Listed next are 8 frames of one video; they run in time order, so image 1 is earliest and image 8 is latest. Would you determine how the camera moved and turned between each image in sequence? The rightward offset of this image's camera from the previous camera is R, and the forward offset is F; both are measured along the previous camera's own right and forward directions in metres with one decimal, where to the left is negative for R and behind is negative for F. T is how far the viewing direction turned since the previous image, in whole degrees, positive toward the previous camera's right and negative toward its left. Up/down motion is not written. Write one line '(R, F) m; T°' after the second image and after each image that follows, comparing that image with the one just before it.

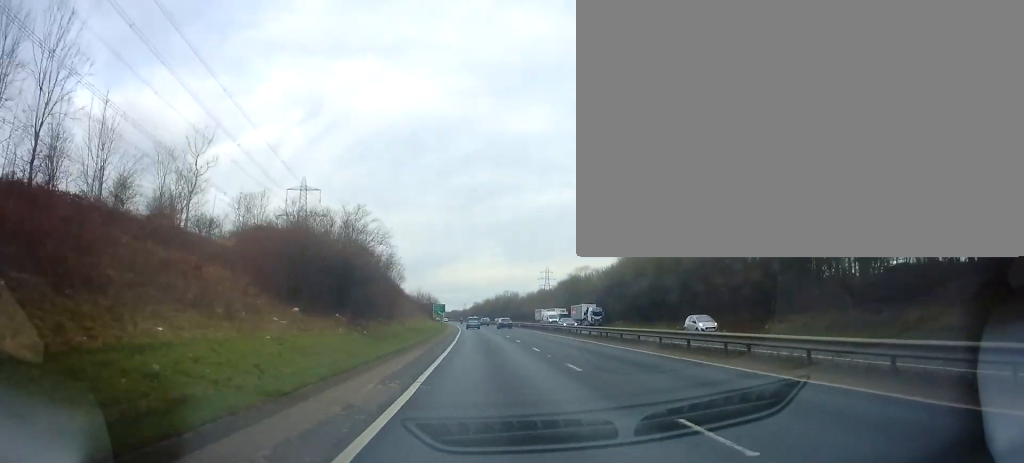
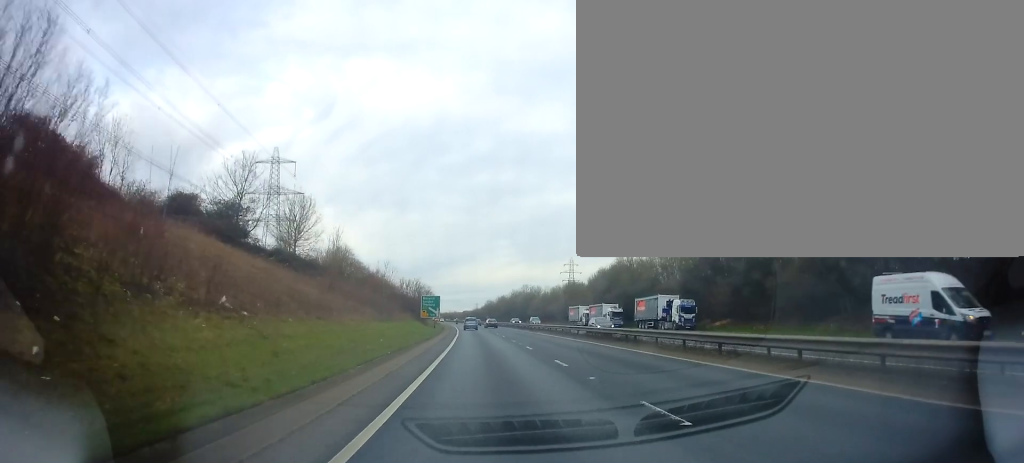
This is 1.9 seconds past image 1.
(-0.9, +44.1) m; -3°
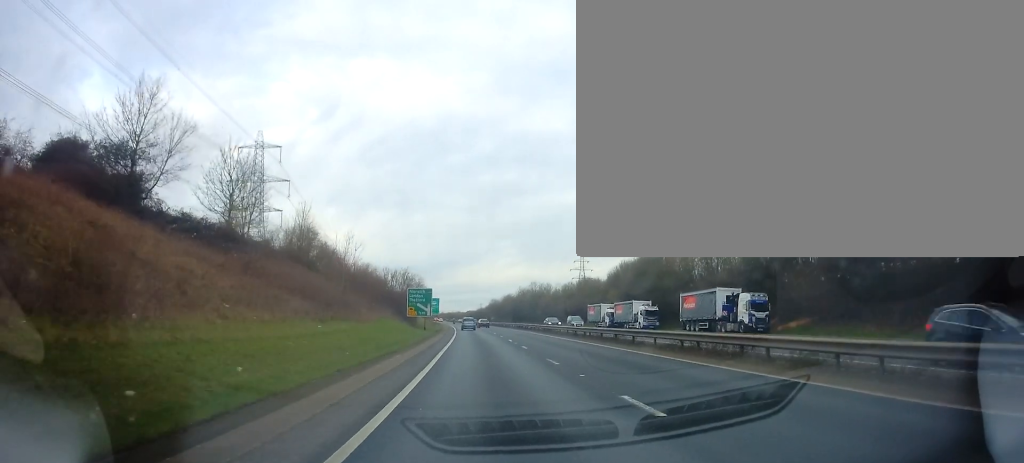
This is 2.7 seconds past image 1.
(-0.2, +17.6) m; 0°
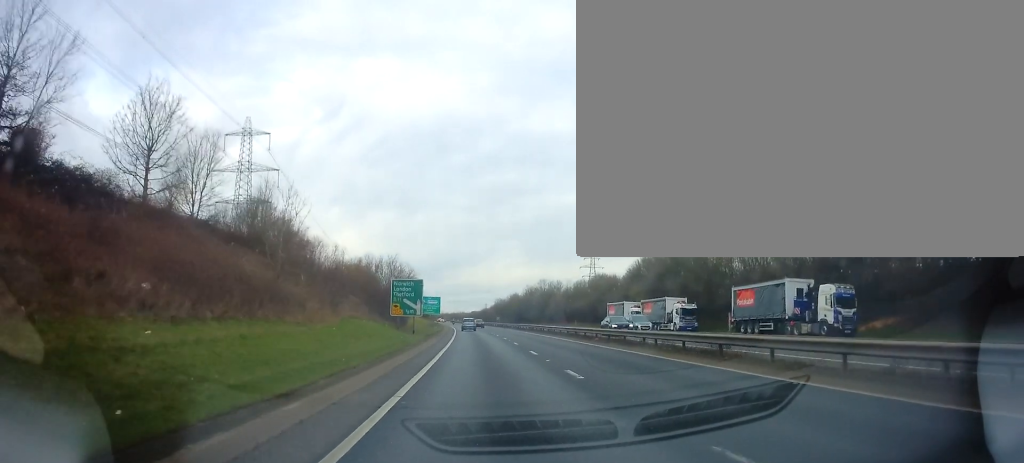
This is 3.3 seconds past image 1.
(-0.2, +13.0) m; +1°
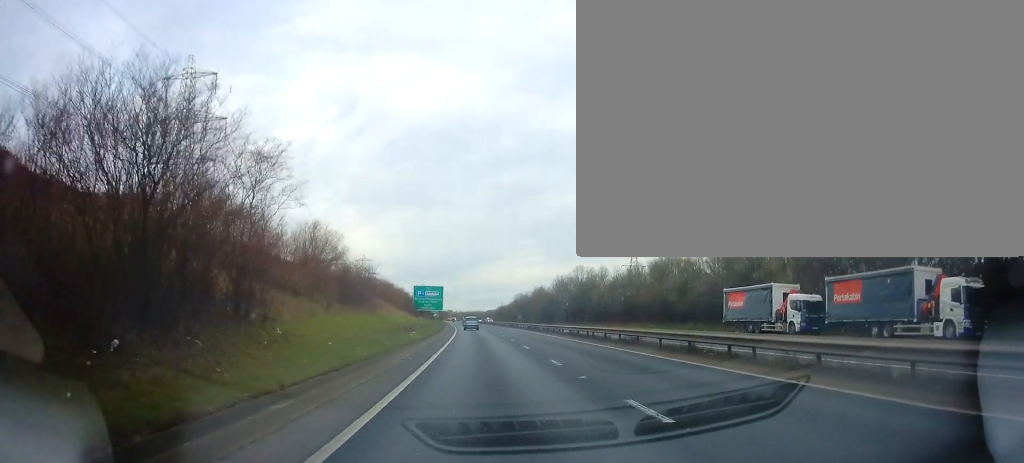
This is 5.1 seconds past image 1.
(-0.4, +41.9) m; -3°
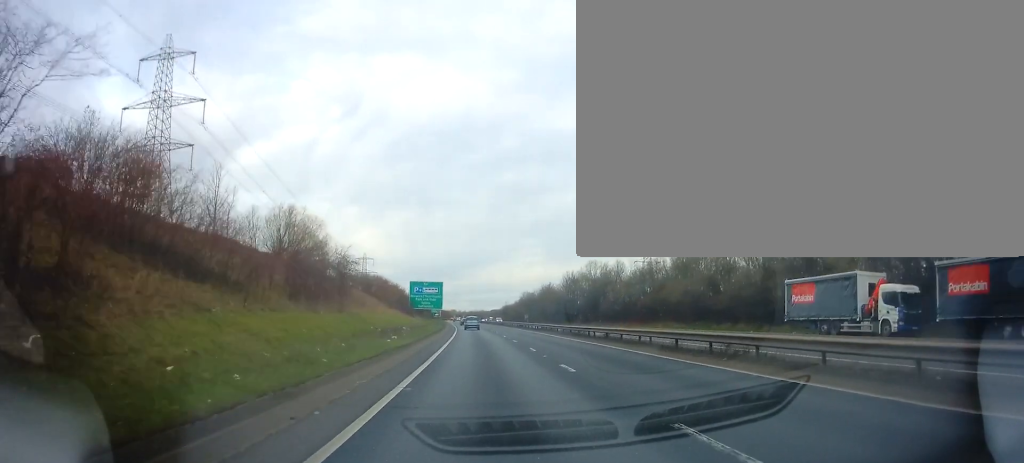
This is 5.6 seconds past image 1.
(-0.2, +11.3) m; -1°
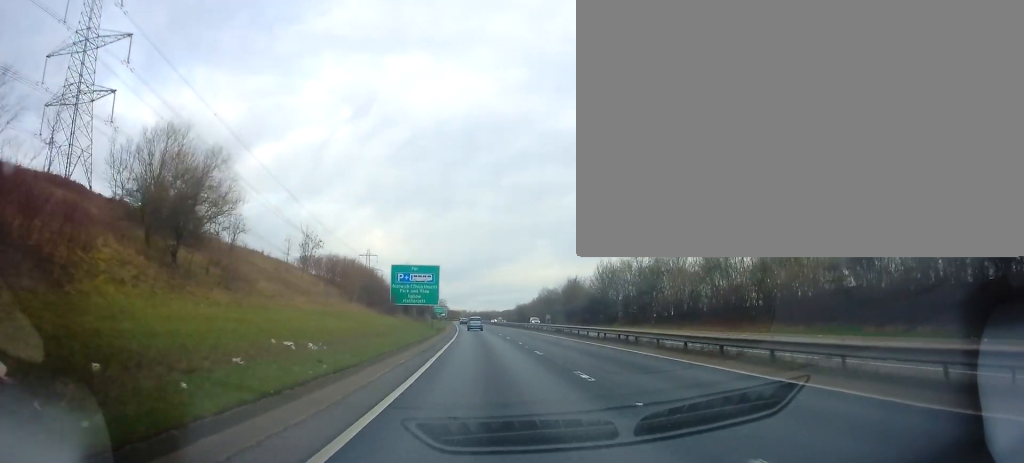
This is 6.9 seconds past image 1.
(0.0, +29.1) m; 0°
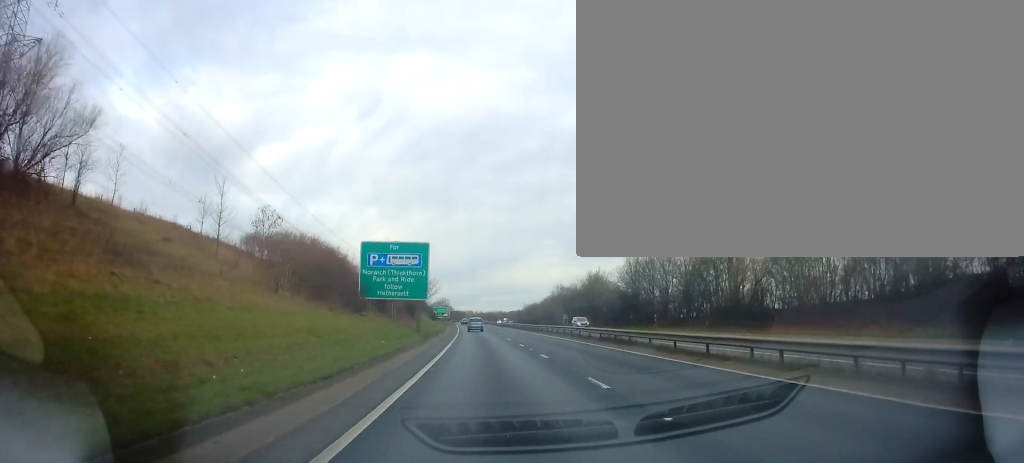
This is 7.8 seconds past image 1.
(-0.1, +19.3) m; -1°
